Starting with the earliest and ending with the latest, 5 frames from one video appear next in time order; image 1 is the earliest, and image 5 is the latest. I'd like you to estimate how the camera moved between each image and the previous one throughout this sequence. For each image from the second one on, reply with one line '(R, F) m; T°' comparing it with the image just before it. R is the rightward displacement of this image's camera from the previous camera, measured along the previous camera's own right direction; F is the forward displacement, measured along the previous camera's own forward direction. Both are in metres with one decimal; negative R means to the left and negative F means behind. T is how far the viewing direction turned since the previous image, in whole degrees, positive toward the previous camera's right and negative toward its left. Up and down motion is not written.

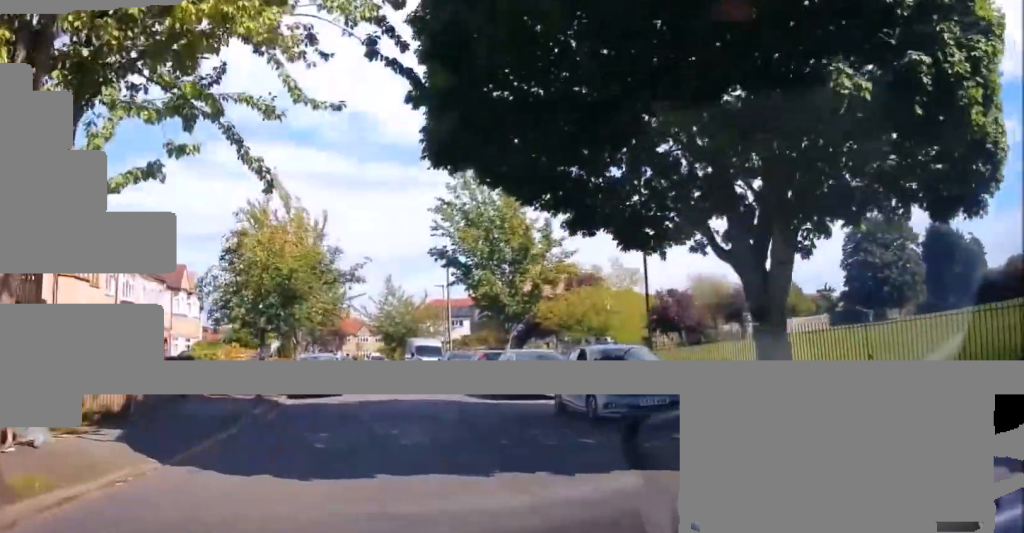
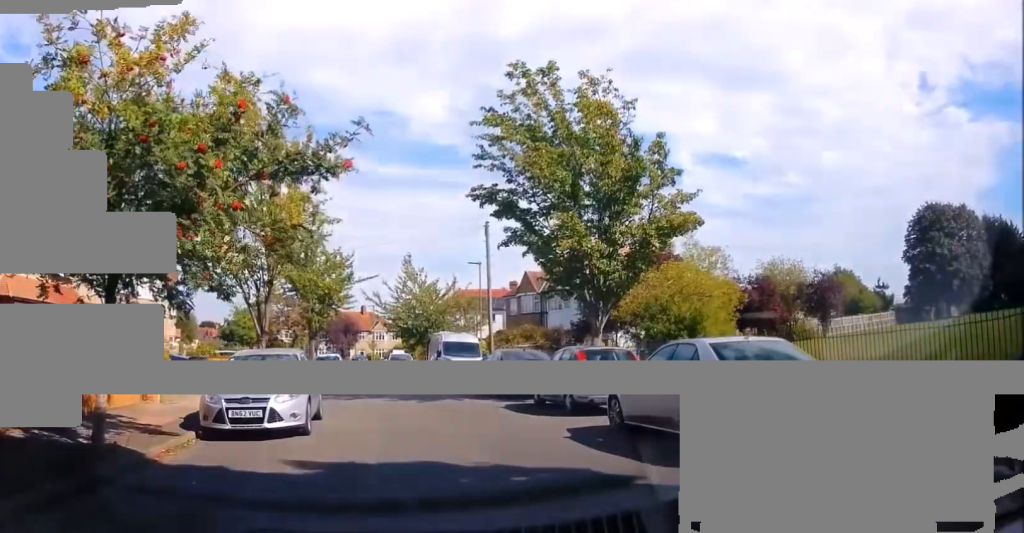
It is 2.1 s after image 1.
(0.0, +11.3) m; -1°
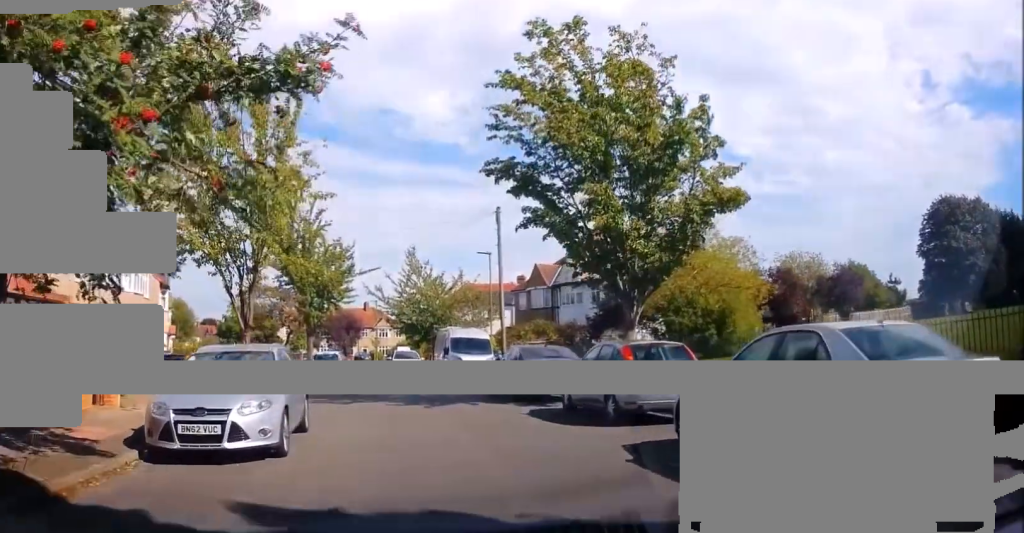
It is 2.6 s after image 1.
(0.0, +2.5) m; -1°
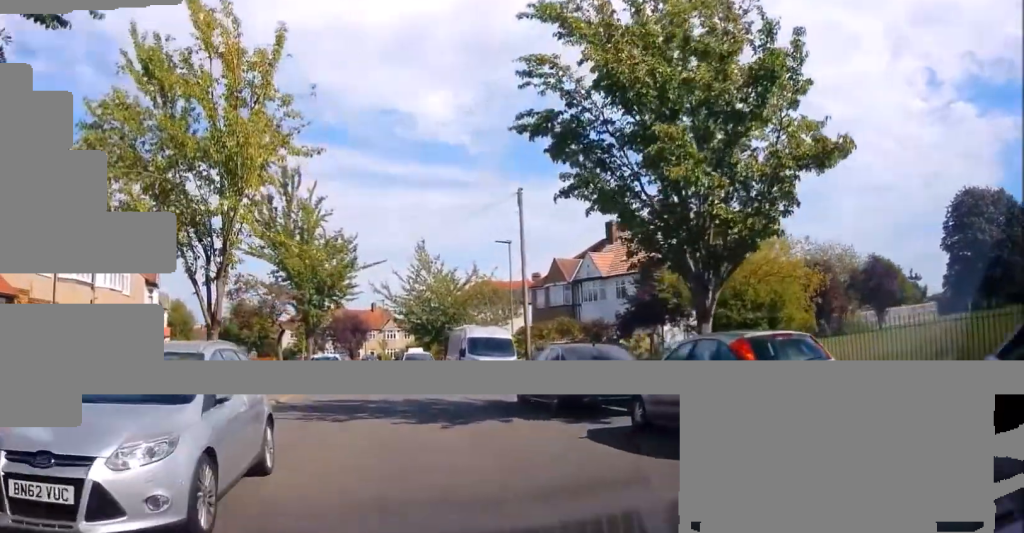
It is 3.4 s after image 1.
(-0.1, +3.6) m; -3°
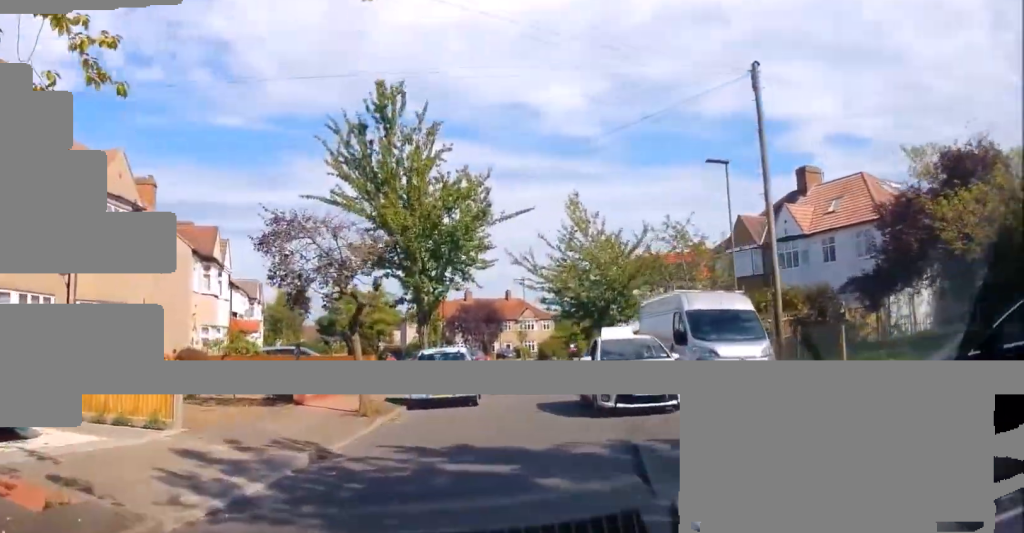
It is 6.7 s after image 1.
(-0.7, +11.1) m; -4°
